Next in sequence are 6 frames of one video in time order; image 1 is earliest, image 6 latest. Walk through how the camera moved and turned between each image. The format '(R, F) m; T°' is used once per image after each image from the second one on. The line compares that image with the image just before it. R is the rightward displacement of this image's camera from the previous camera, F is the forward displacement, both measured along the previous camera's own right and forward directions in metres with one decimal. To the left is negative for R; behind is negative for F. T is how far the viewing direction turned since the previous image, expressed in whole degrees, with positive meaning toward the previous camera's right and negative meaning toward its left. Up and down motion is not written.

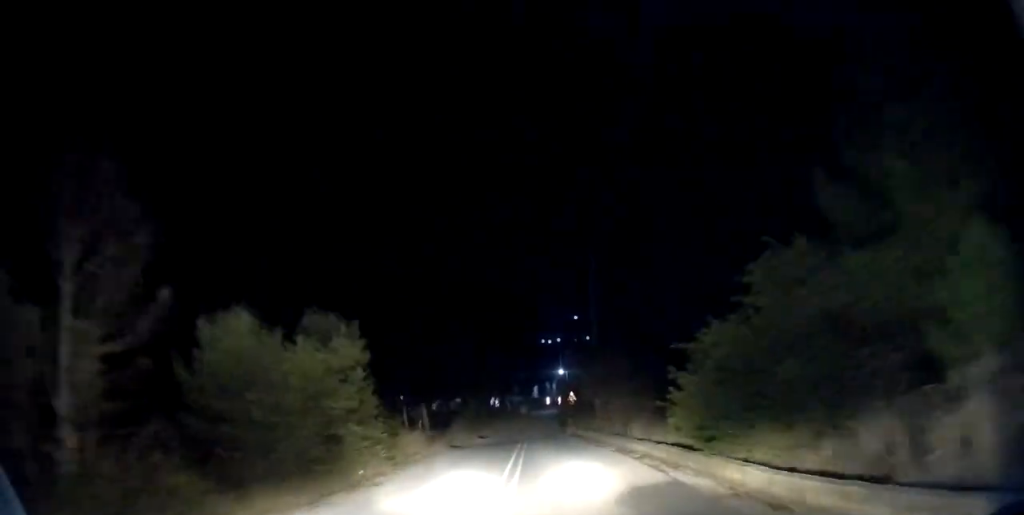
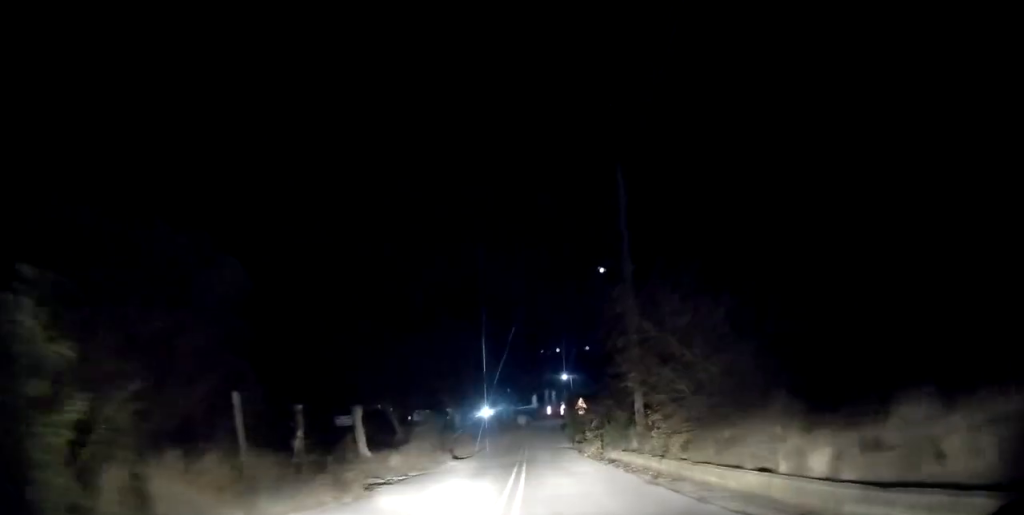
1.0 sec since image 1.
(+0.3, +10.9) m; +2°
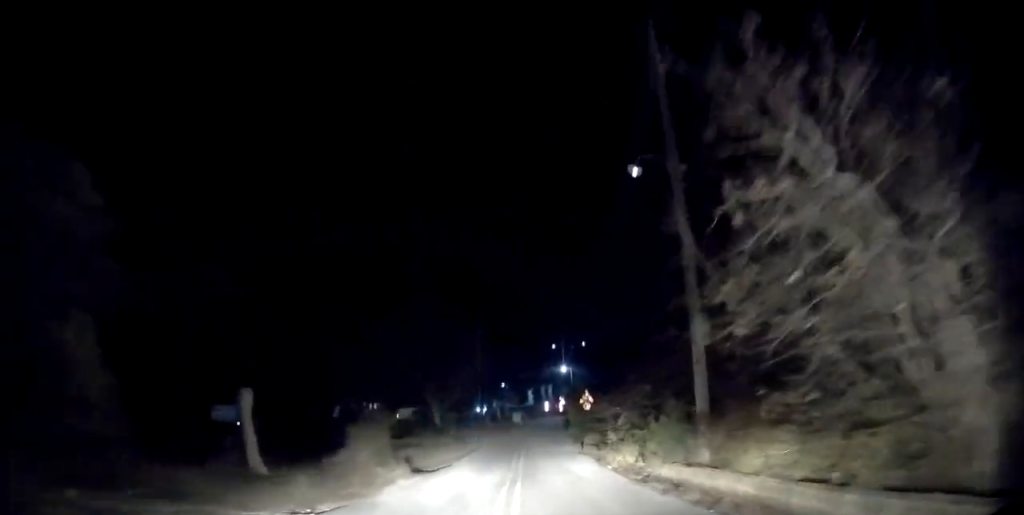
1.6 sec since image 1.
(0.0, +7.0) m; +1°
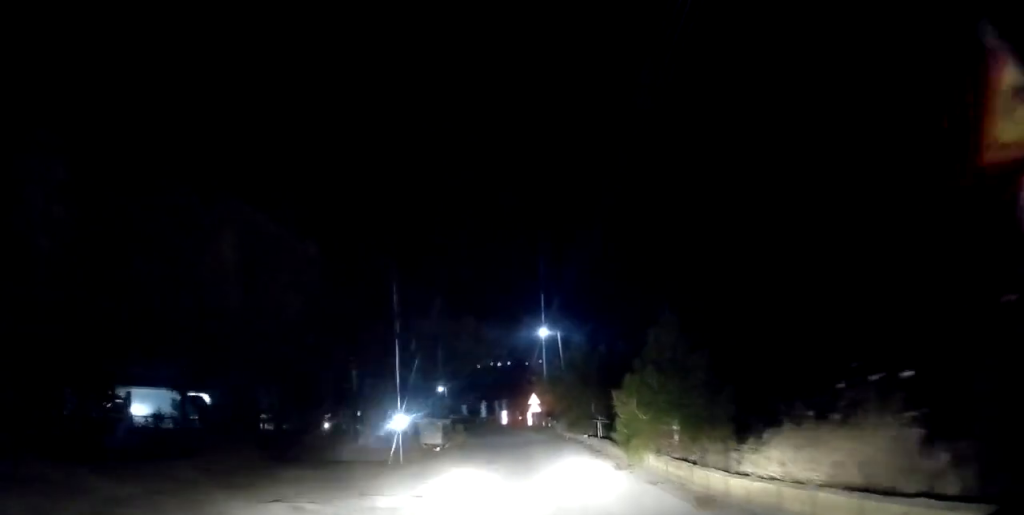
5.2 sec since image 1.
(+1.1, +36.3) m; +4°
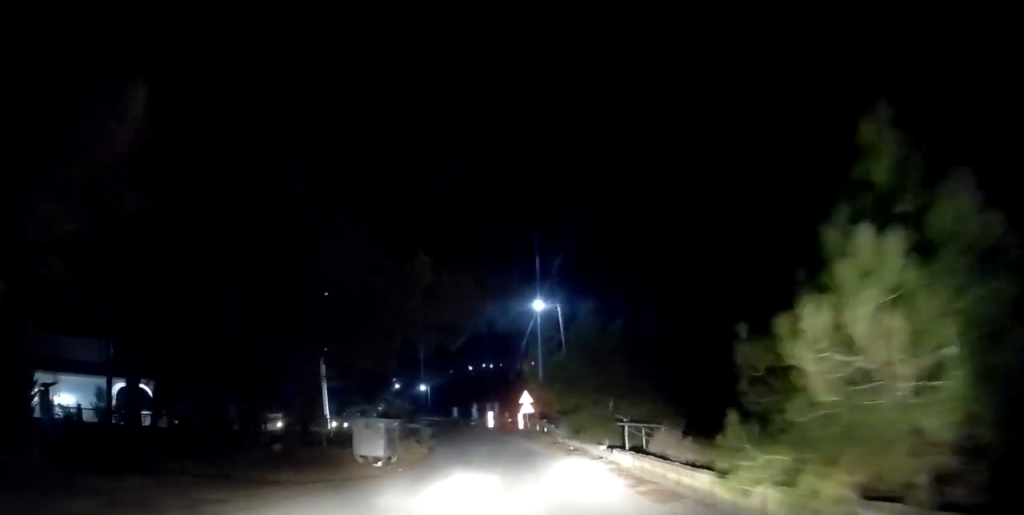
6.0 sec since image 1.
(0.0, +7.8) m; 0°
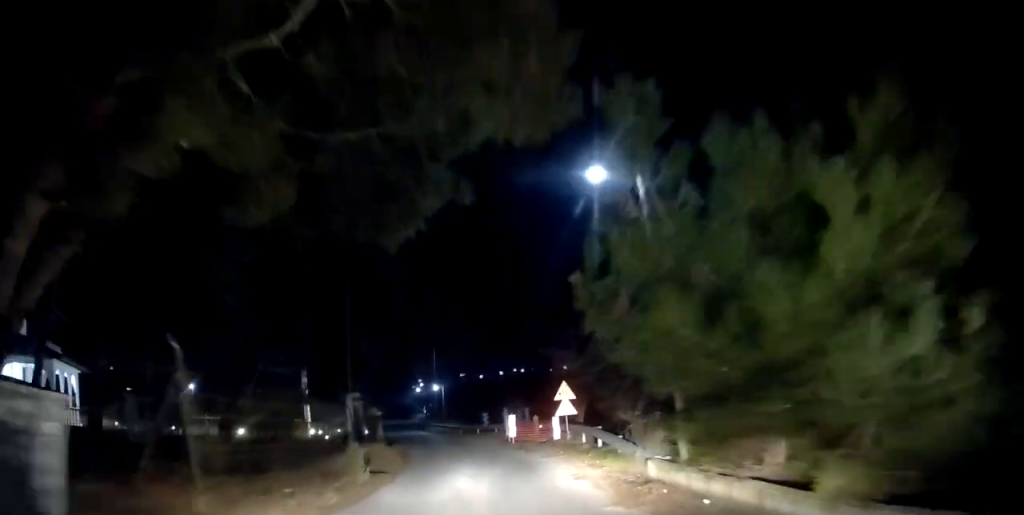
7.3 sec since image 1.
(0.0, +12.8) m; -1°
